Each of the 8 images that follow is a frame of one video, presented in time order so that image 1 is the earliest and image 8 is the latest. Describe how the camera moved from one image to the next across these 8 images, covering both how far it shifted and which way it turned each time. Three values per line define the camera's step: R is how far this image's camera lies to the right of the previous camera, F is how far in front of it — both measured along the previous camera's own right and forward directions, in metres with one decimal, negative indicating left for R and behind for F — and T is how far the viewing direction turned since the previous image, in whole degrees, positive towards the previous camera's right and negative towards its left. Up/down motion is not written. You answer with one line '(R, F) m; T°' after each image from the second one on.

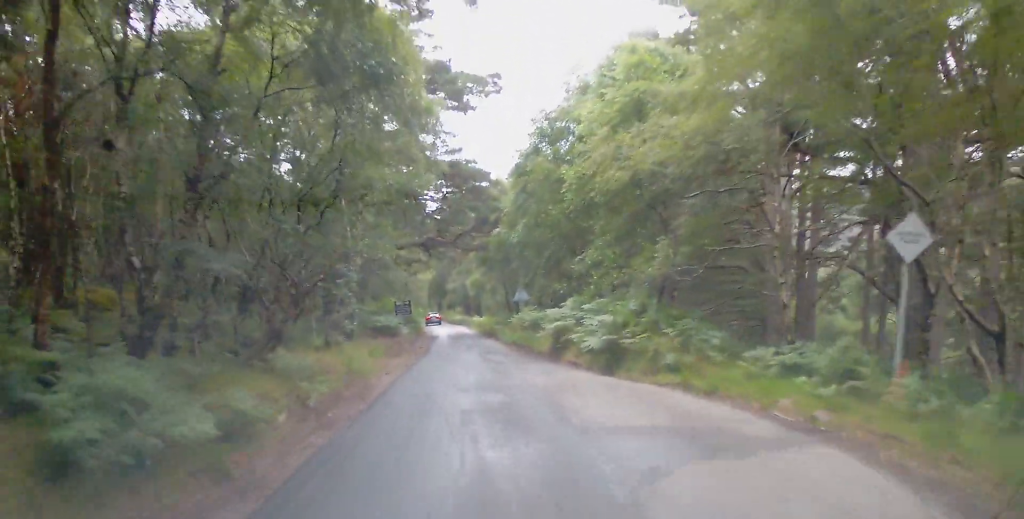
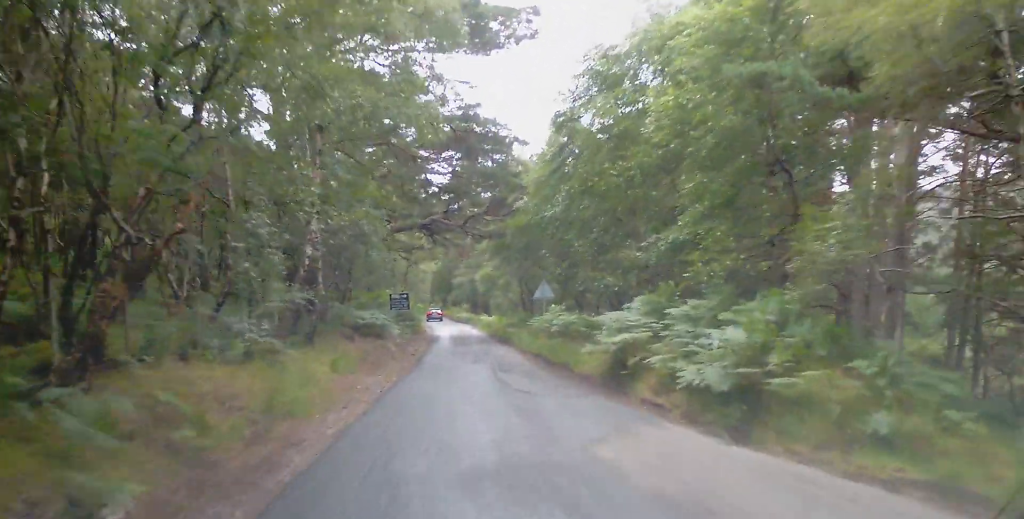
(+0.1, +7.8) m; +1°
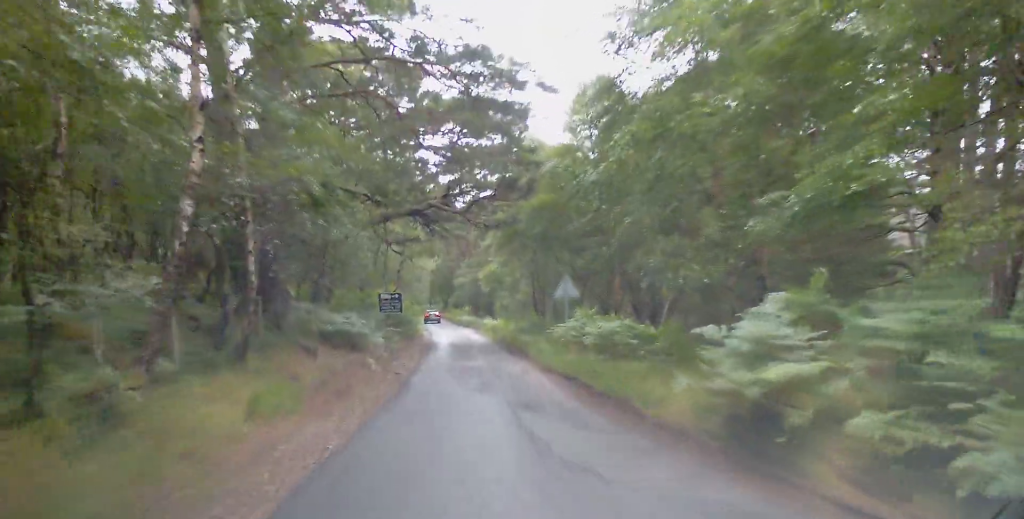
(0.0, +6.5) m; 0°
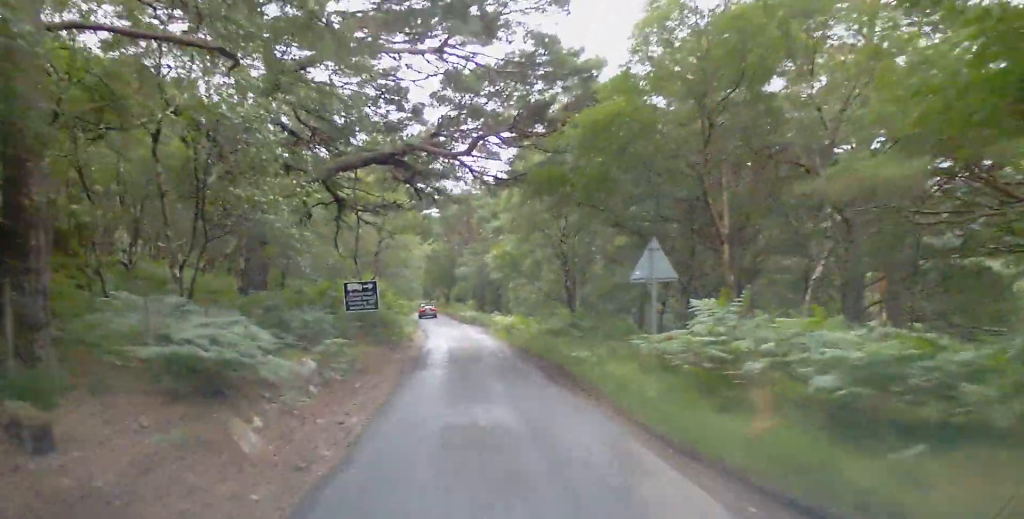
(0.0, +11.4) m; -1°
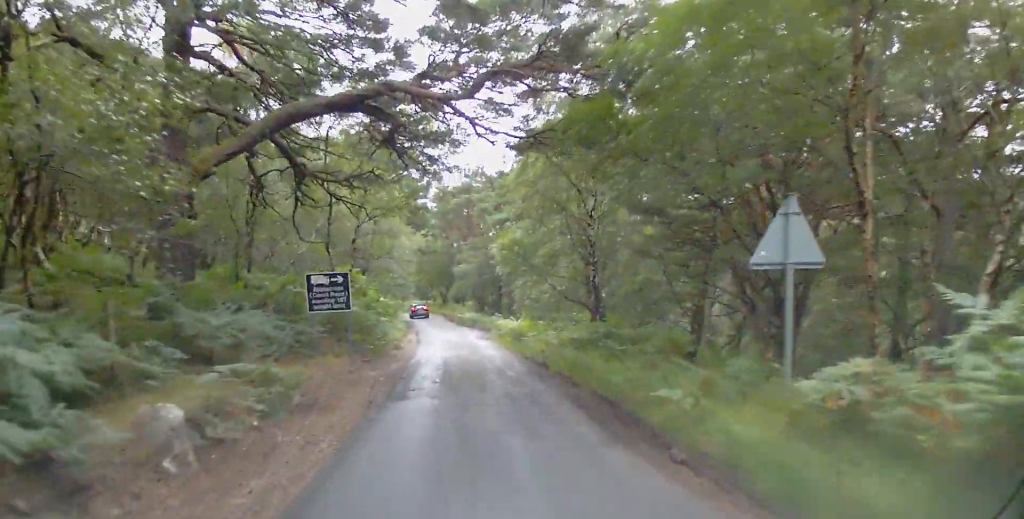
(0.0, +5.9) m; -1°
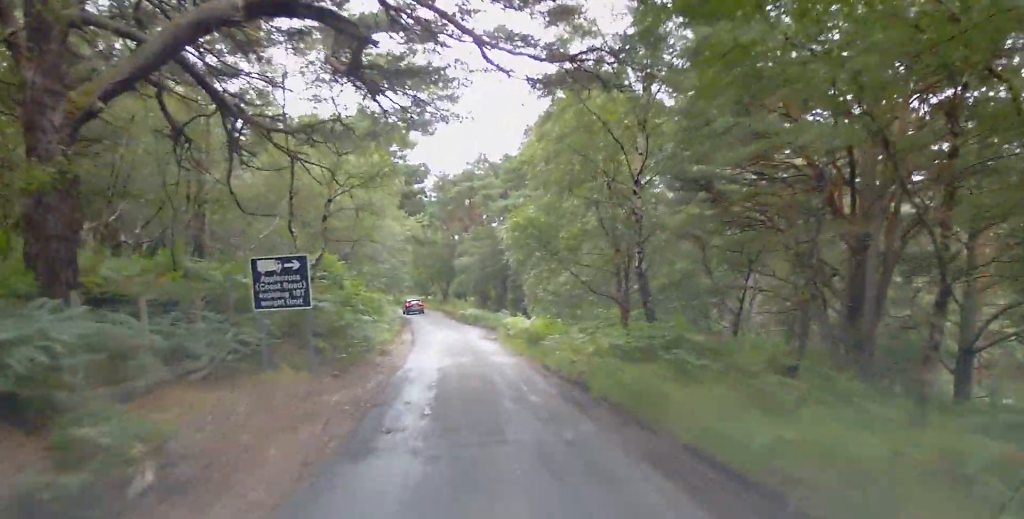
(-0.2, +5.1) m; 0°
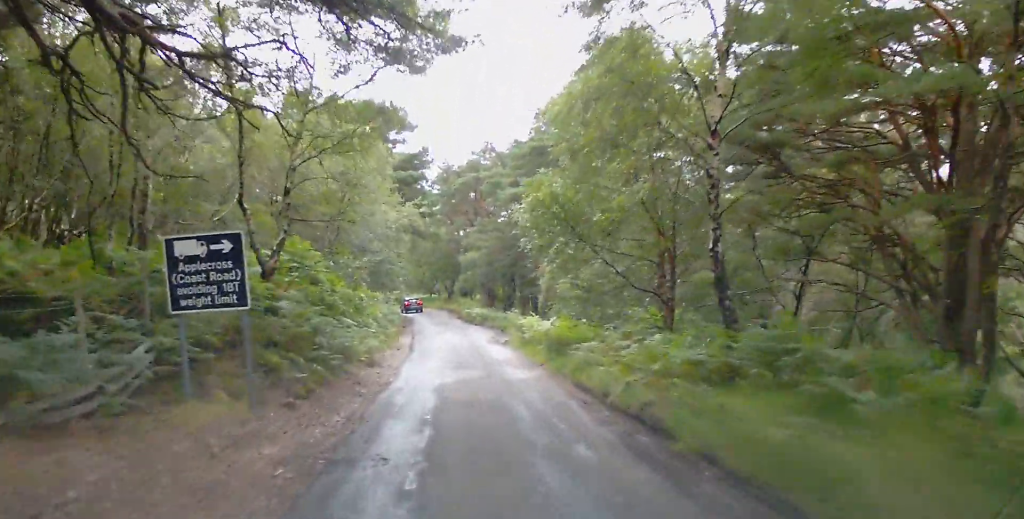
(-0.1, +4.4) m; 0°
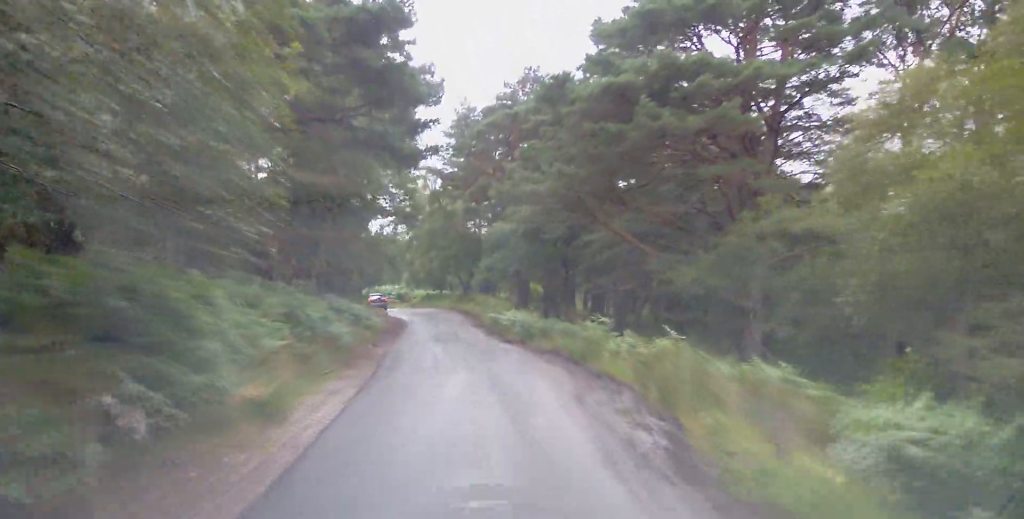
(+0.4, +22.7) m; 0°
